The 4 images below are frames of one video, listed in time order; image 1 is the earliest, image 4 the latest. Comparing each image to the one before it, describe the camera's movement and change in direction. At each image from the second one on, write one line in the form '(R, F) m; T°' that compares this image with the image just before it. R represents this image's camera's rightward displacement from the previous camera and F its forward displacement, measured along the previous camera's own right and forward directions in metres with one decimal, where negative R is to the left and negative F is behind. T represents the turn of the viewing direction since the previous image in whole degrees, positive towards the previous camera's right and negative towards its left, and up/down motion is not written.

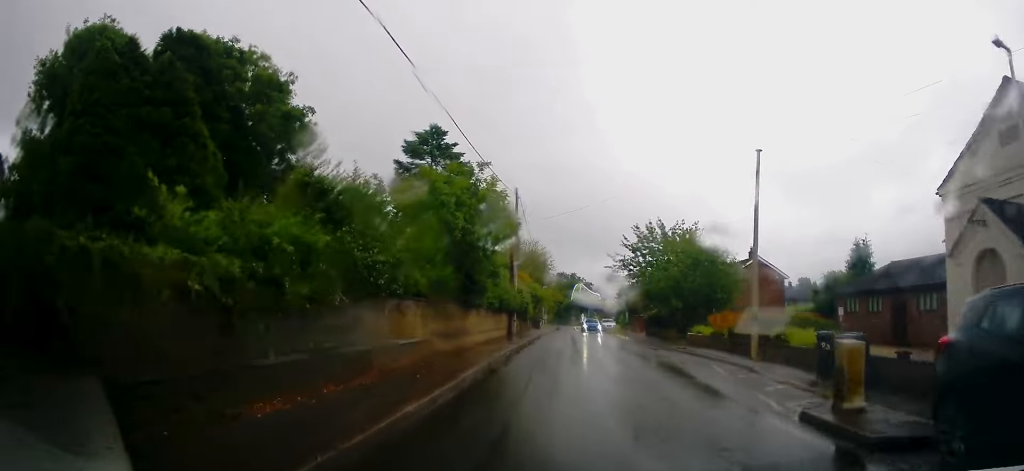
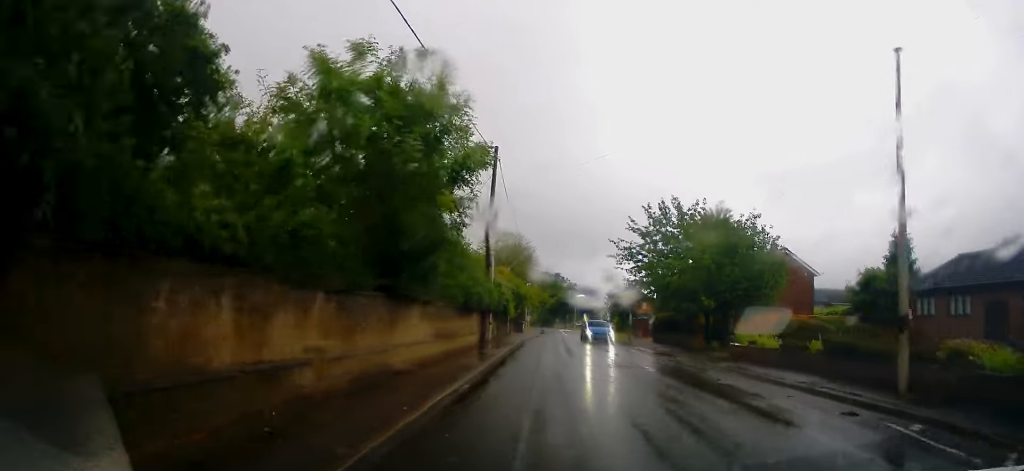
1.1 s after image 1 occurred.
(+0.3, +9.2) m; 0°
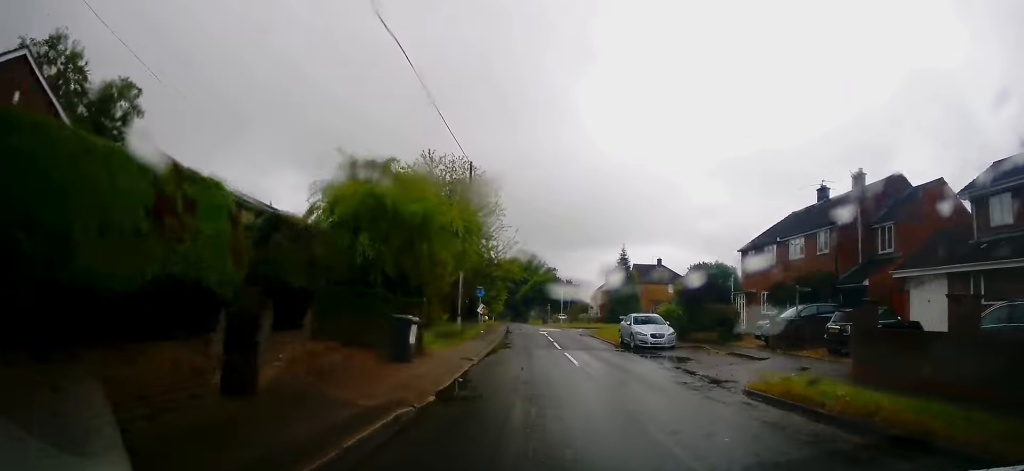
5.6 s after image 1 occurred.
(+2.4, +39.9) m; +3°
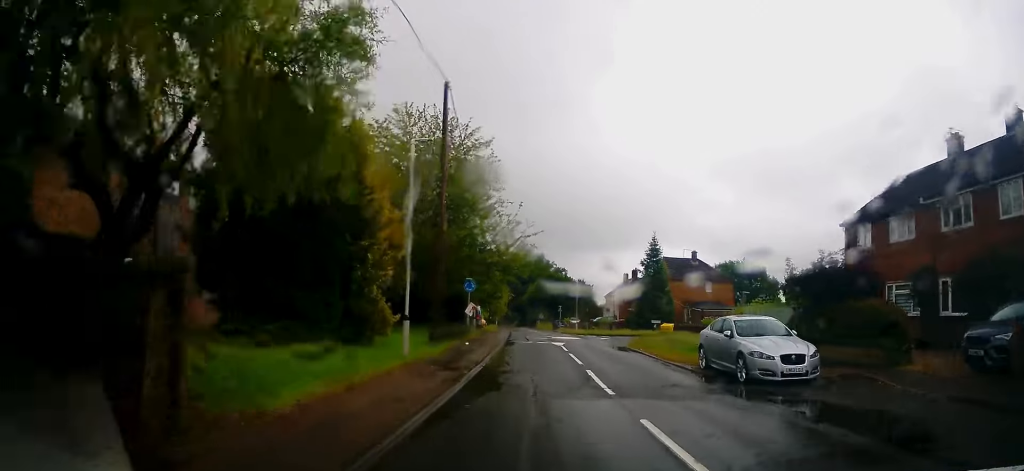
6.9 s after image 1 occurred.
(-0.5, +12.2) m; -2°
